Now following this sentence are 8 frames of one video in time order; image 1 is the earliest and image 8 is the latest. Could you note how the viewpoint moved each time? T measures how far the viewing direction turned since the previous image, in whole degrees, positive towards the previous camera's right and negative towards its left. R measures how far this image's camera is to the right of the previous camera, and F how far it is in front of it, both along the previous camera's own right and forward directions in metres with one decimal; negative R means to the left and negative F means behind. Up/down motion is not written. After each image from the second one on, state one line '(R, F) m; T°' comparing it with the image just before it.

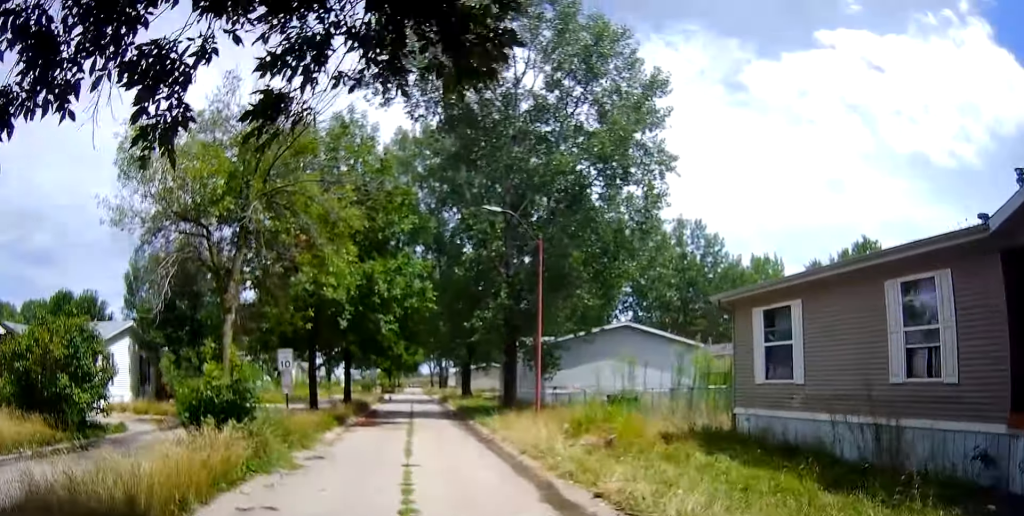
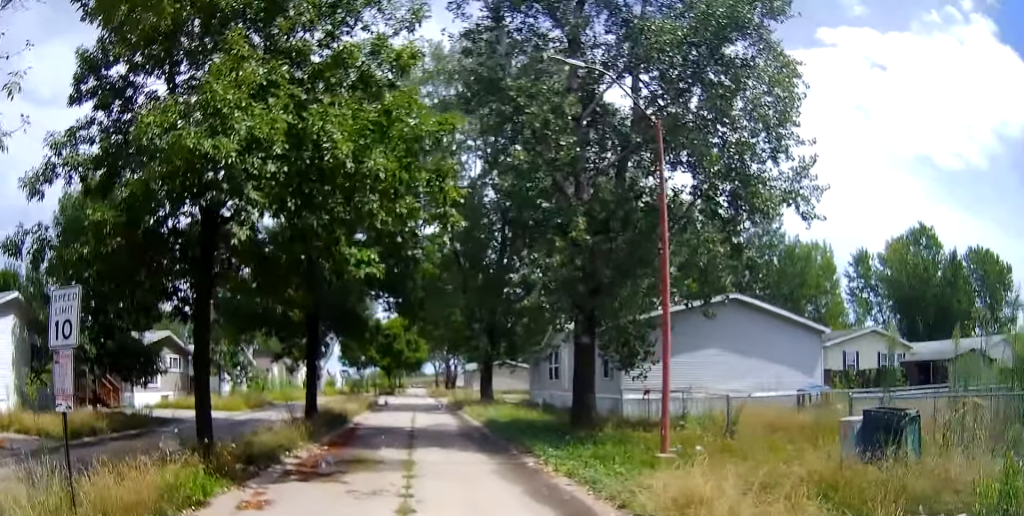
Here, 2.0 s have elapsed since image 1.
(0.0, +11.4) m; 0°
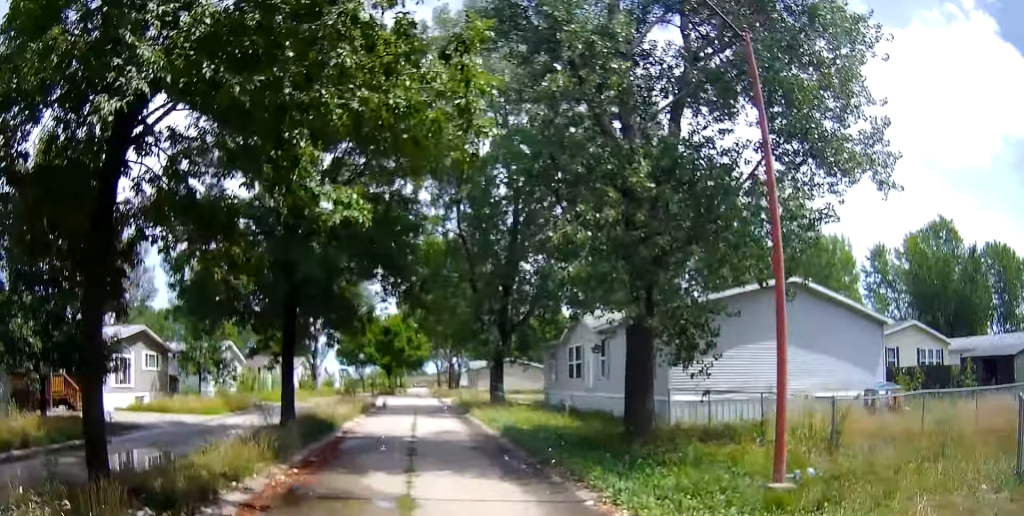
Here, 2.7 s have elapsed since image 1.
(0.0, +3.8) m; 0°
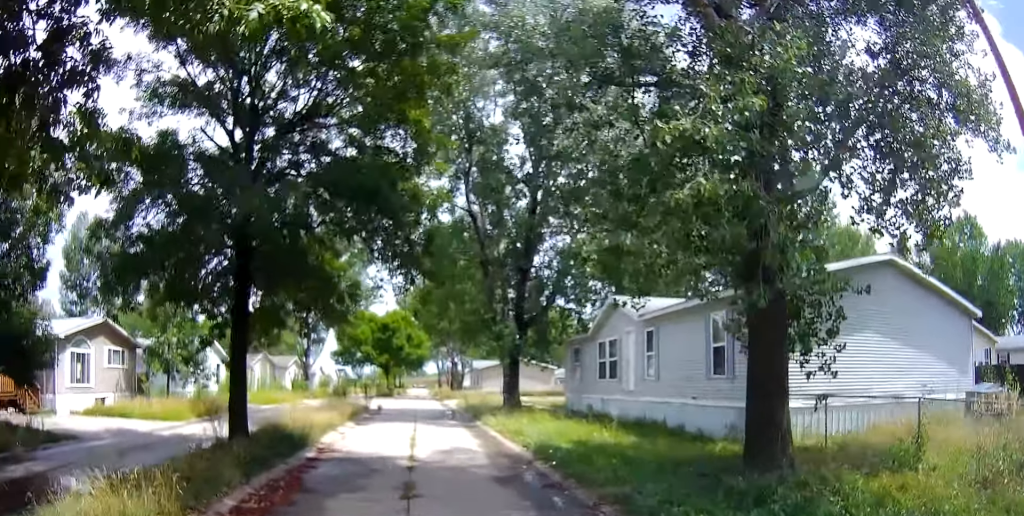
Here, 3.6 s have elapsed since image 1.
(0.0, +4.8) m; 0°
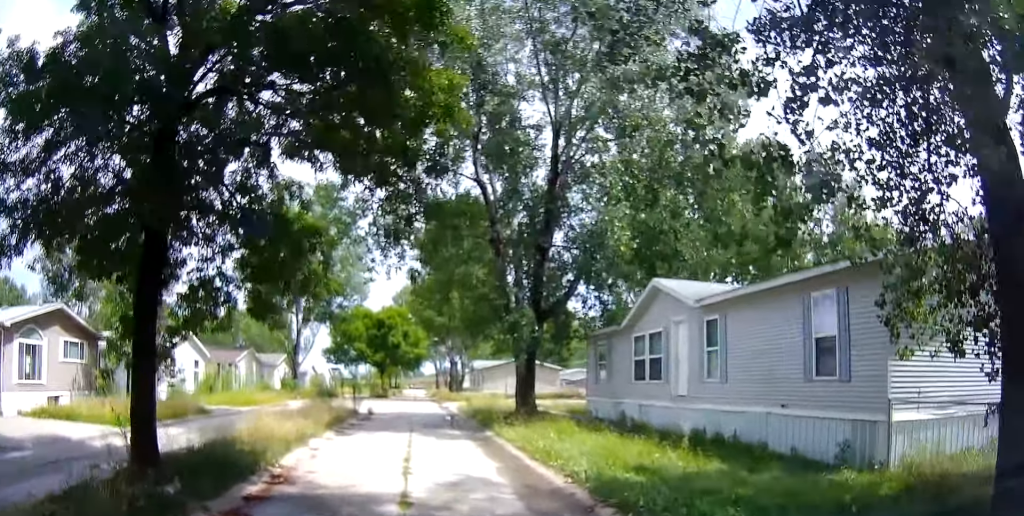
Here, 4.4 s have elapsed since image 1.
(0.0, +4.5) m; 0°
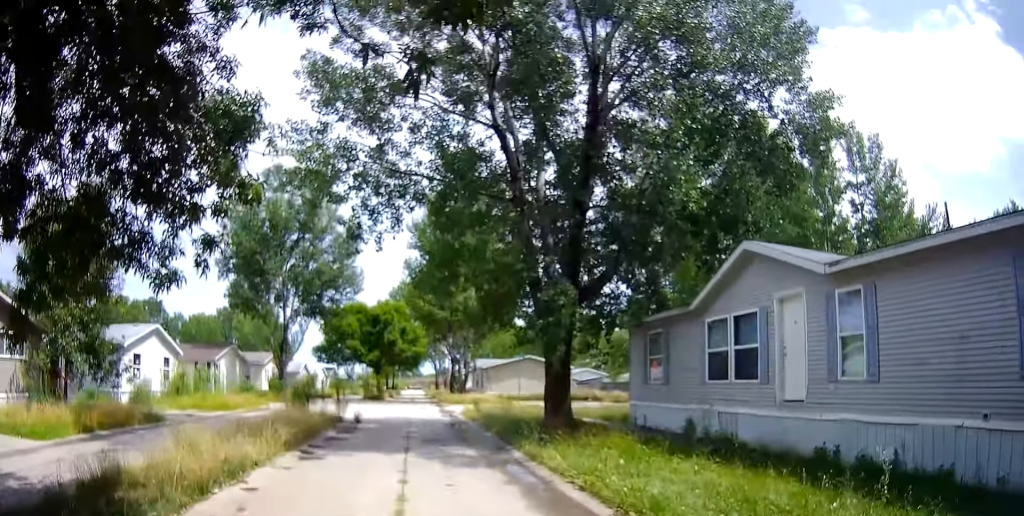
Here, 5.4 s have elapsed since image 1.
(0.0, +5.5) m; +1°
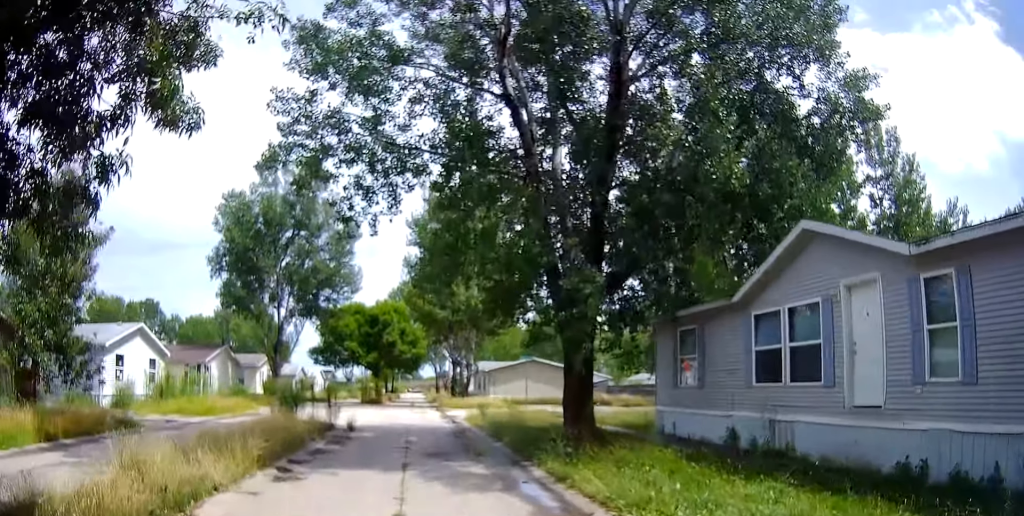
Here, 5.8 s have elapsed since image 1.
(0.0, +2.2) m; +1°
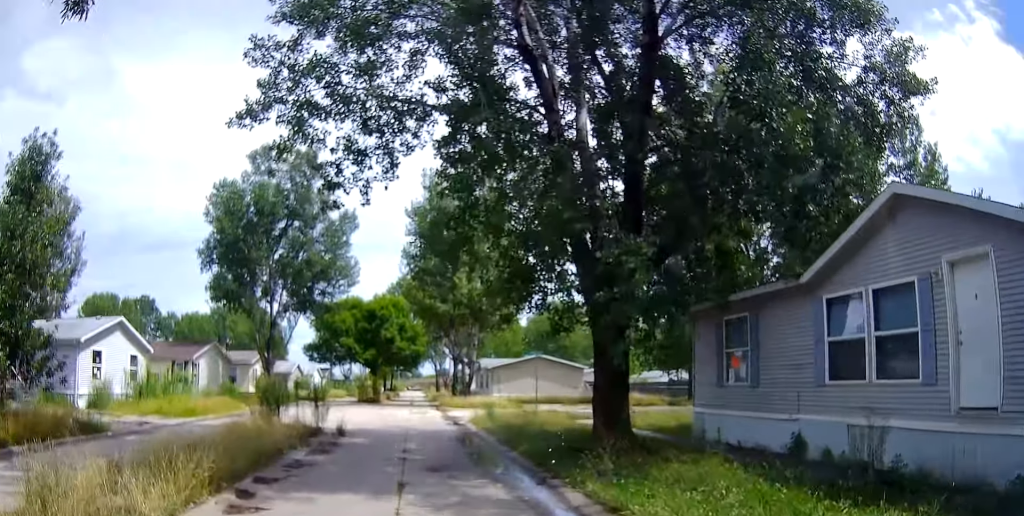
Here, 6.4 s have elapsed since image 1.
(0.0, +2.3) m; +2°
